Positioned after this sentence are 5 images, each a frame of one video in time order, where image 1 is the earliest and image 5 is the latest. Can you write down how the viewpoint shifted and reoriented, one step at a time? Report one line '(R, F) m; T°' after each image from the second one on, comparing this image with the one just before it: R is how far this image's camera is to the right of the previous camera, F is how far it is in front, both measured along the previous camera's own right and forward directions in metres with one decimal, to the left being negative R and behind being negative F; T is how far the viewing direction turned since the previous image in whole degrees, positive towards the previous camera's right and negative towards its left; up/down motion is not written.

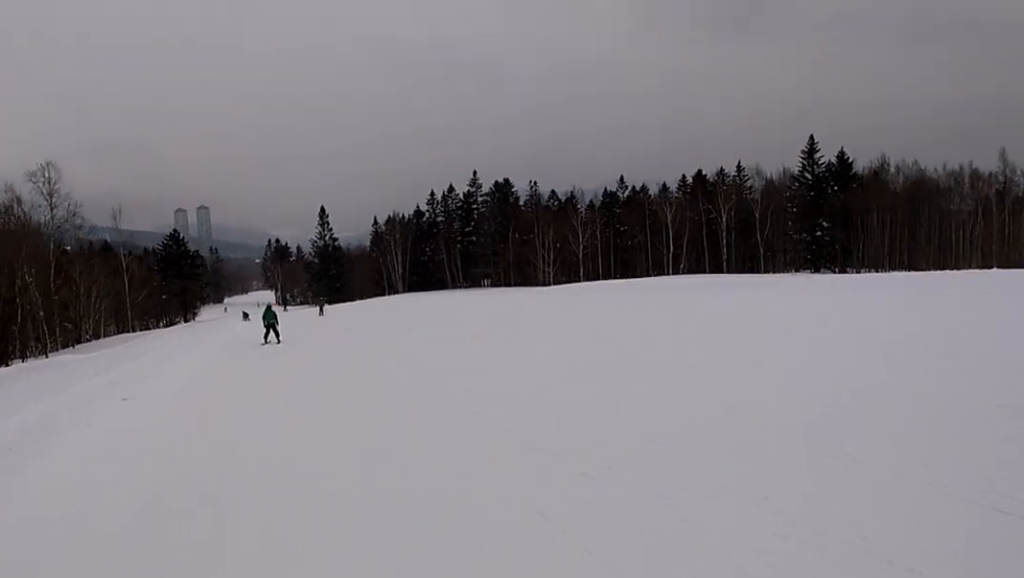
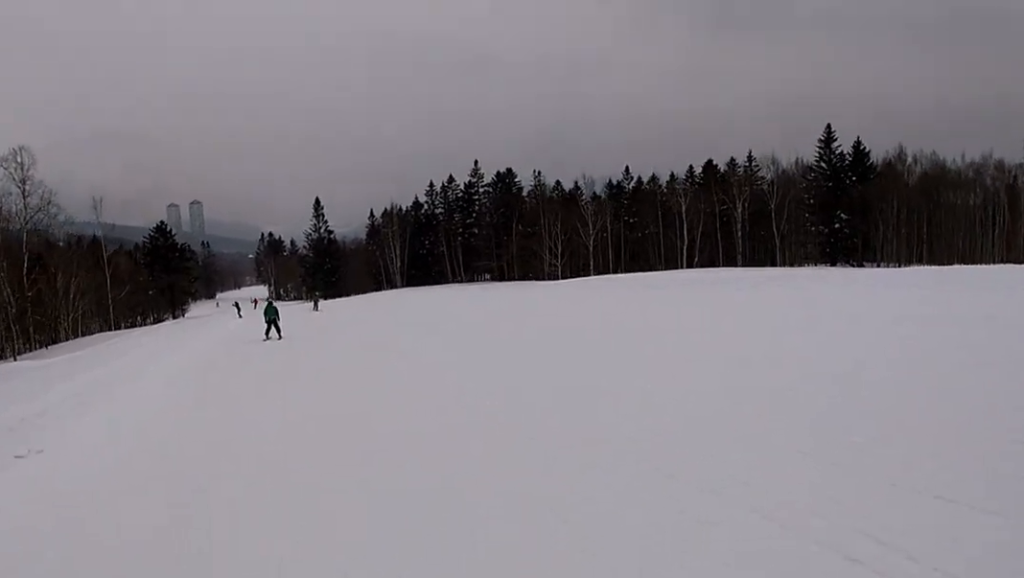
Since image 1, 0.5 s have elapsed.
(+0.1, +4.9) m; -2°
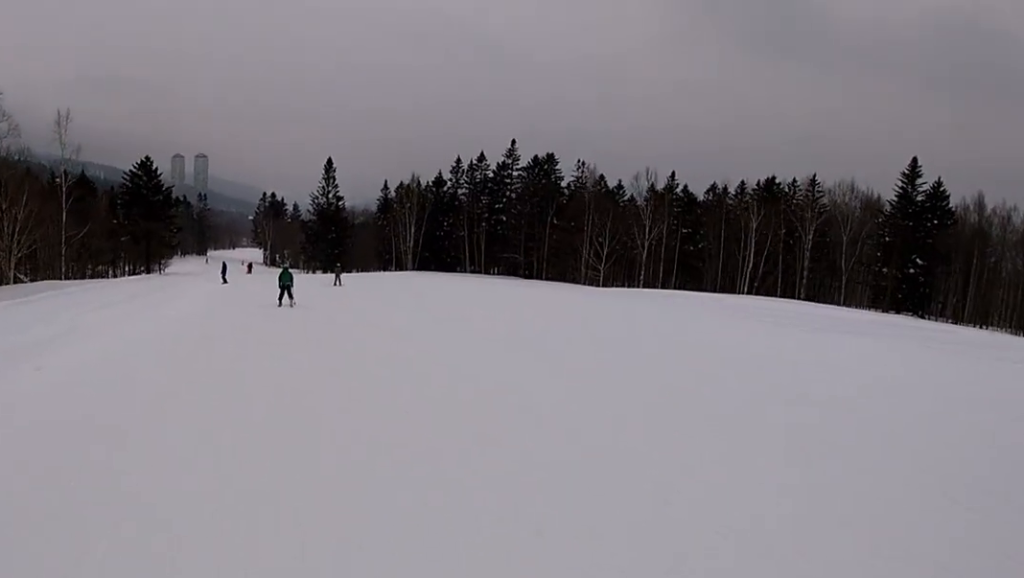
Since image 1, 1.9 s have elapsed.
(-0.5, +13.3) m; +1°
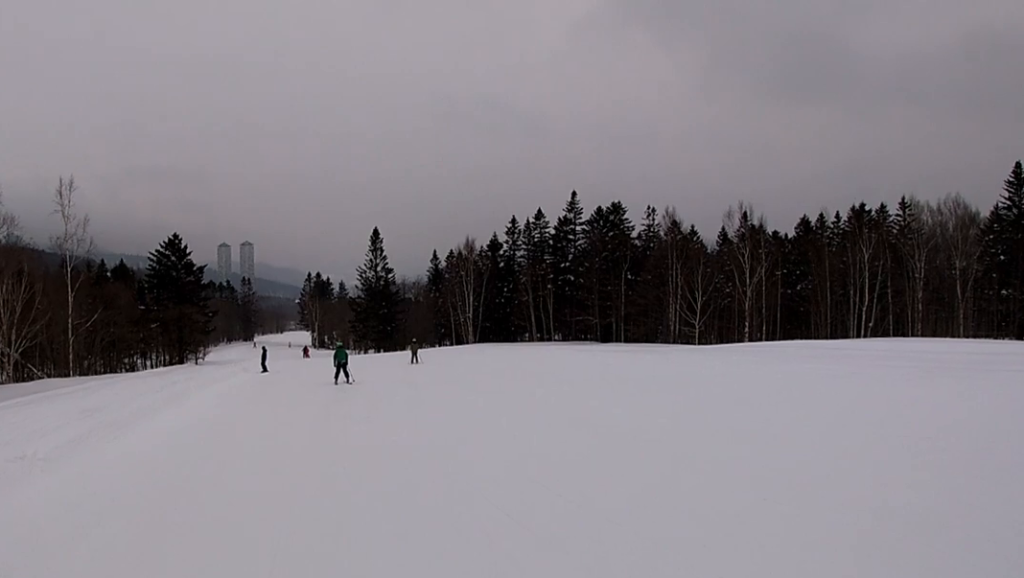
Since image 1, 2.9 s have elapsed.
(+0.5, +10.3) m; +1°
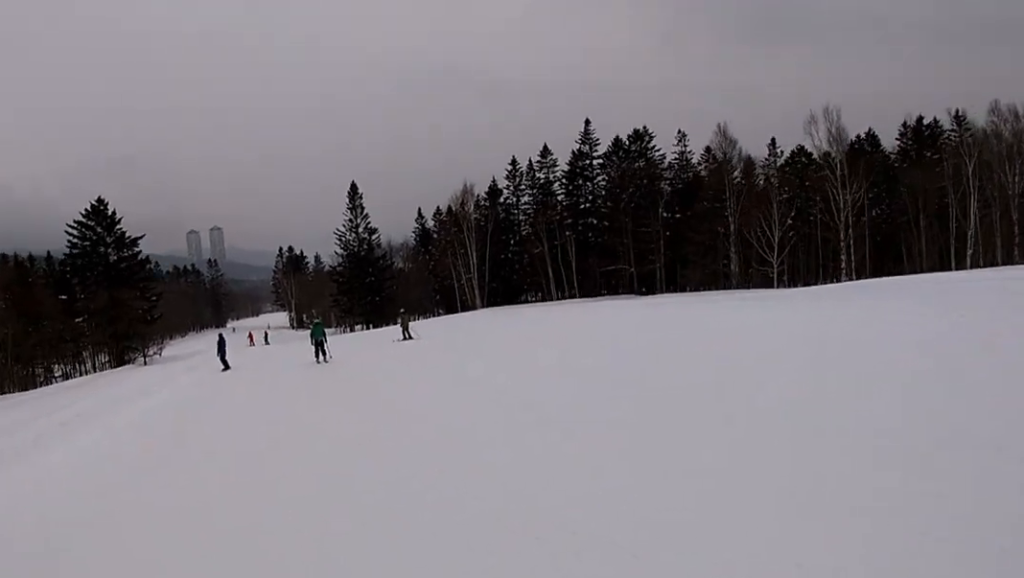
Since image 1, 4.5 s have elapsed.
(-0.9, +15.7) m; -3°
